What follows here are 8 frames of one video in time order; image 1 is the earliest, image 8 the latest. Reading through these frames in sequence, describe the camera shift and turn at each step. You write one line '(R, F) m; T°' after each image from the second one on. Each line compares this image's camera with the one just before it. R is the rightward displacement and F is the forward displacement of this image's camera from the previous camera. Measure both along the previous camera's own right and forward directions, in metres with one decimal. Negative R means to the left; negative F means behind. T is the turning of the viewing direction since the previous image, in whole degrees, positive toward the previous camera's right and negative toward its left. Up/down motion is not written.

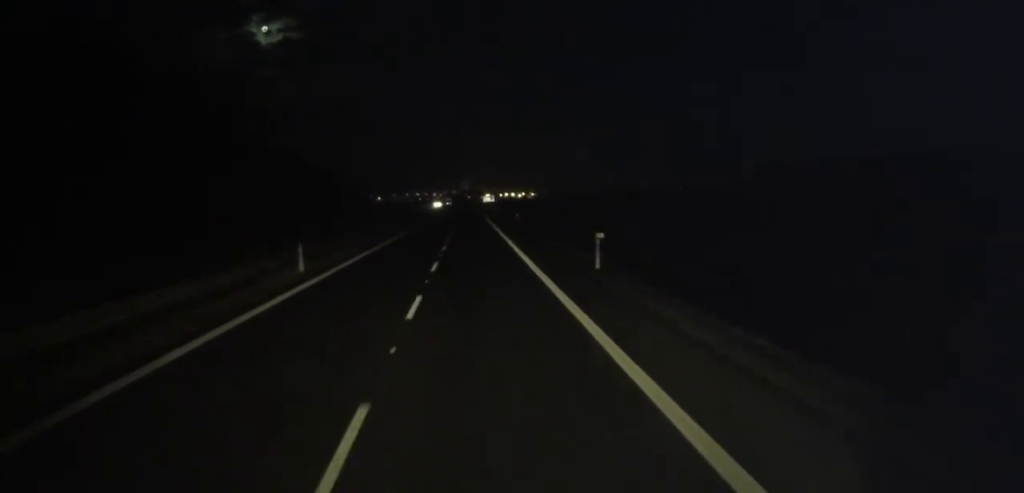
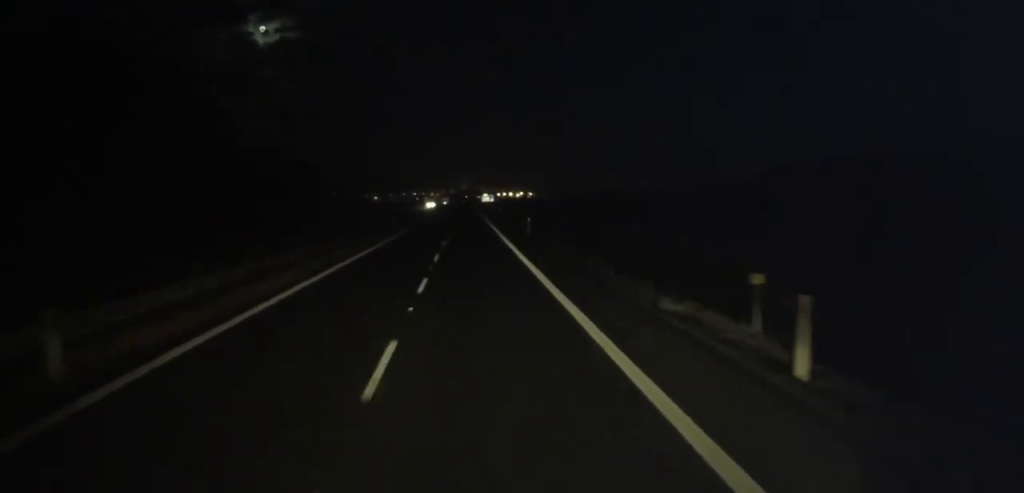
(-0.2, +14.3) m; 0°
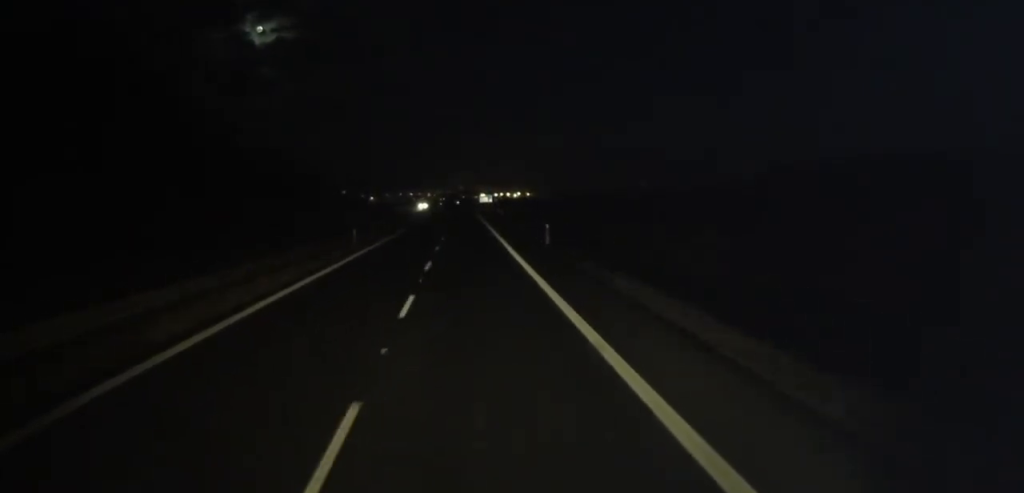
(-0.1, +12.3) m; 0°
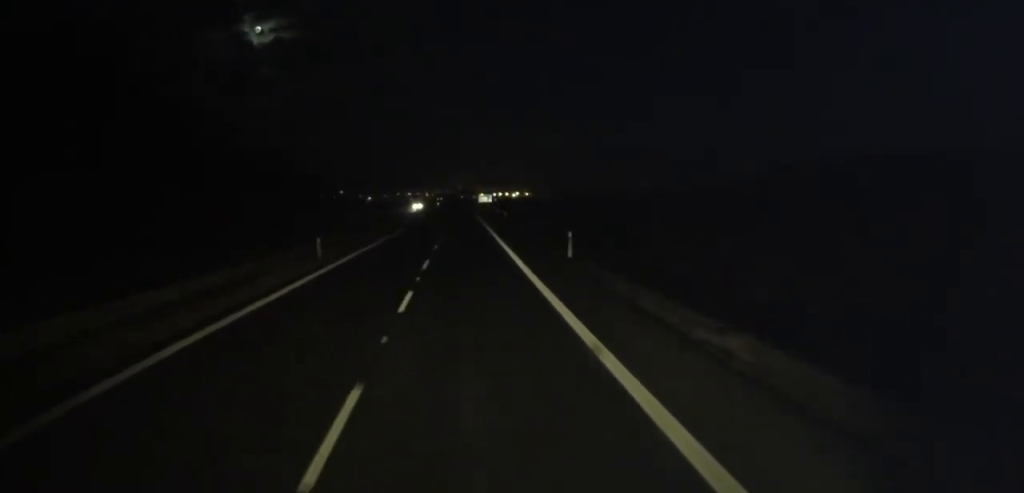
(+0.2, +8.2) m; 0°
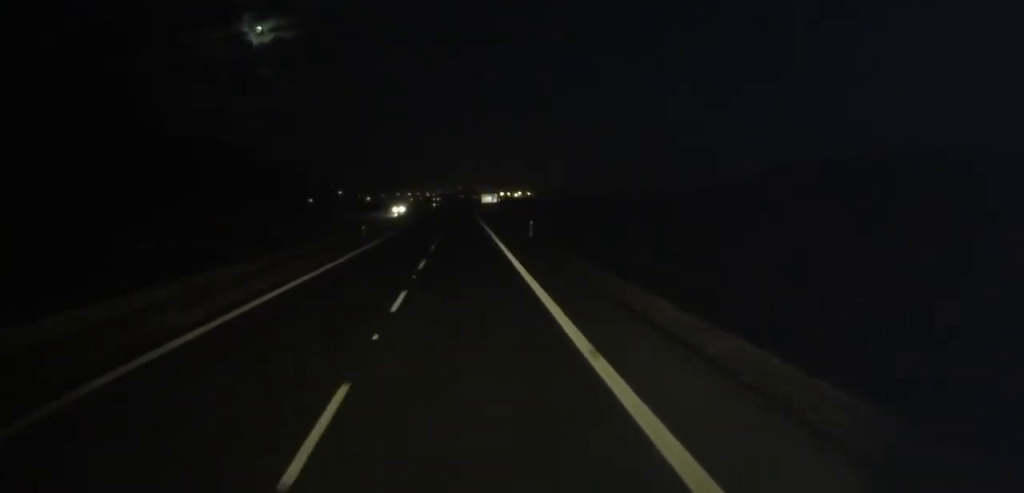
(-0.4, +26.7) m; 0°
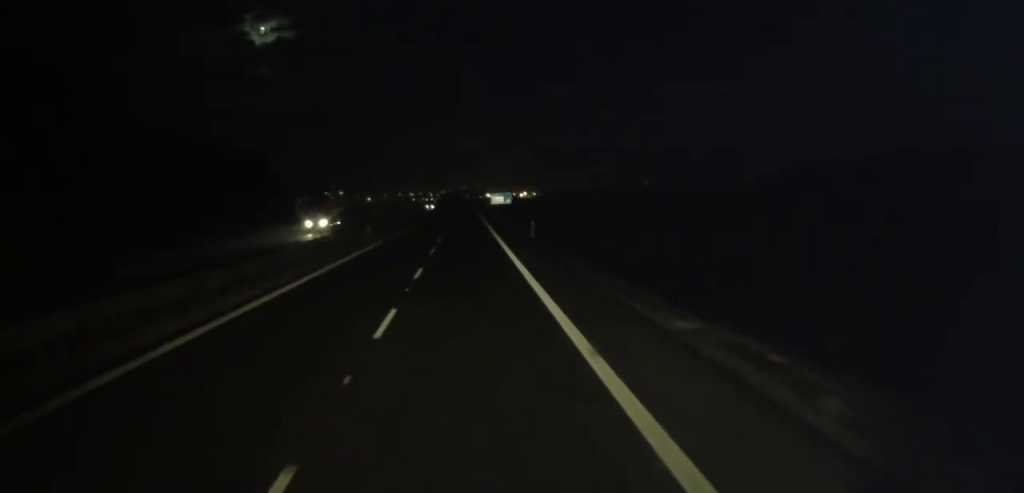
(+0.9, +38.3) m; 0°
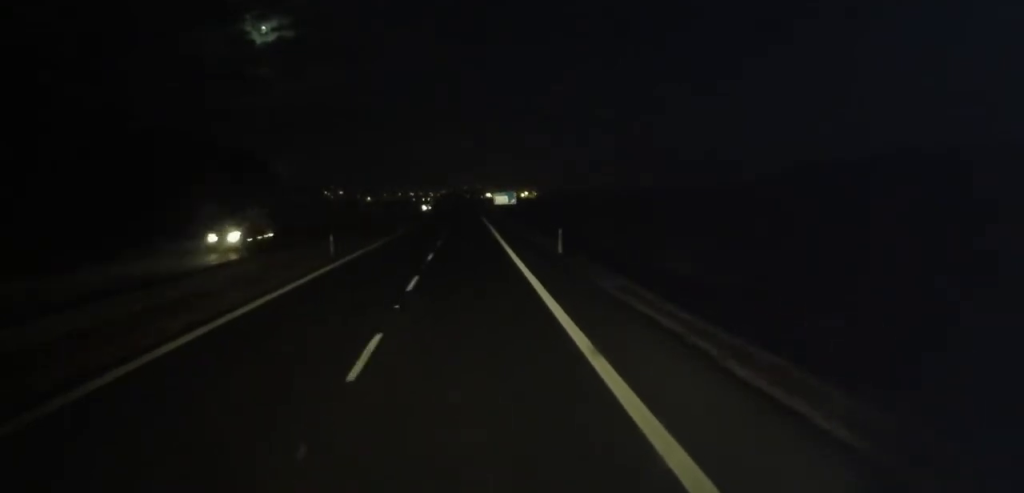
(-0.1, +11.6) m; 0°
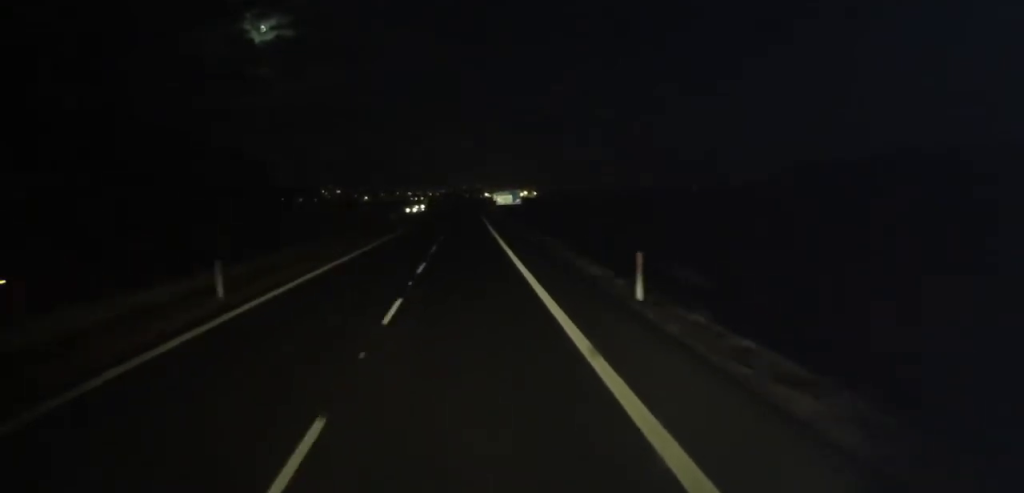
(-0.2, +13.7) m; 0°
